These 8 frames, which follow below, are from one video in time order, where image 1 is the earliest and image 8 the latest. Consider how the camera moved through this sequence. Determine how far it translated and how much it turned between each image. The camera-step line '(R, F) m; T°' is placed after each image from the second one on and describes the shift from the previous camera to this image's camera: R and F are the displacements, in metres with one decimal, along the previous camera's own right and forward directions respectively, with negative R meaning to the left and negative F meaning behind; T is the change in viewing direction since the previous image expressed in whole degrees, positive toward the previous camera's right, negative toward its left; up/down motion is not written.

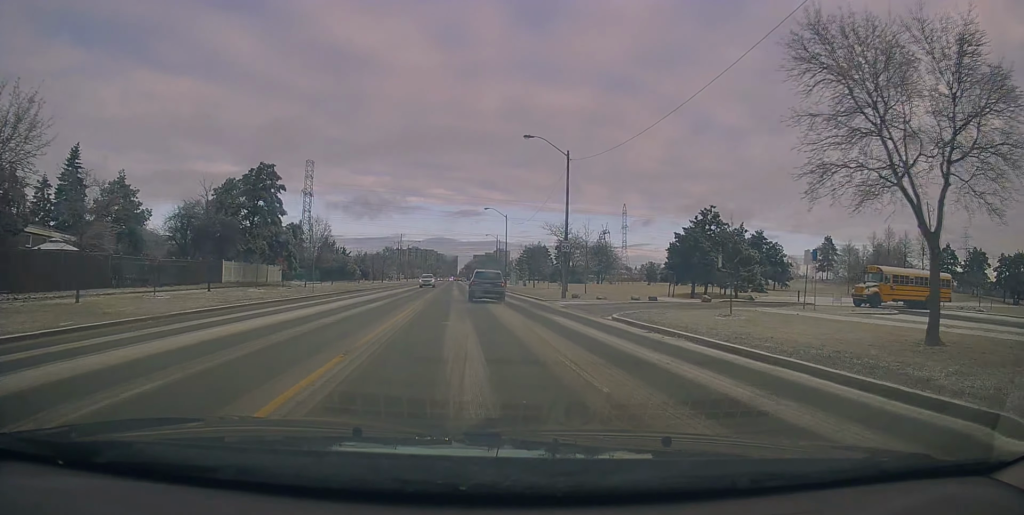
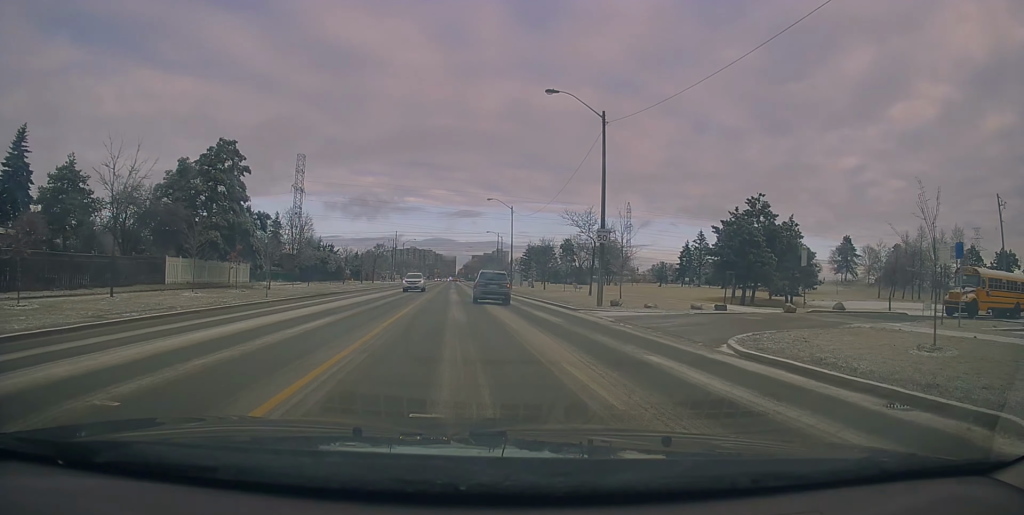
(-0.1, +10.4) m; 0°
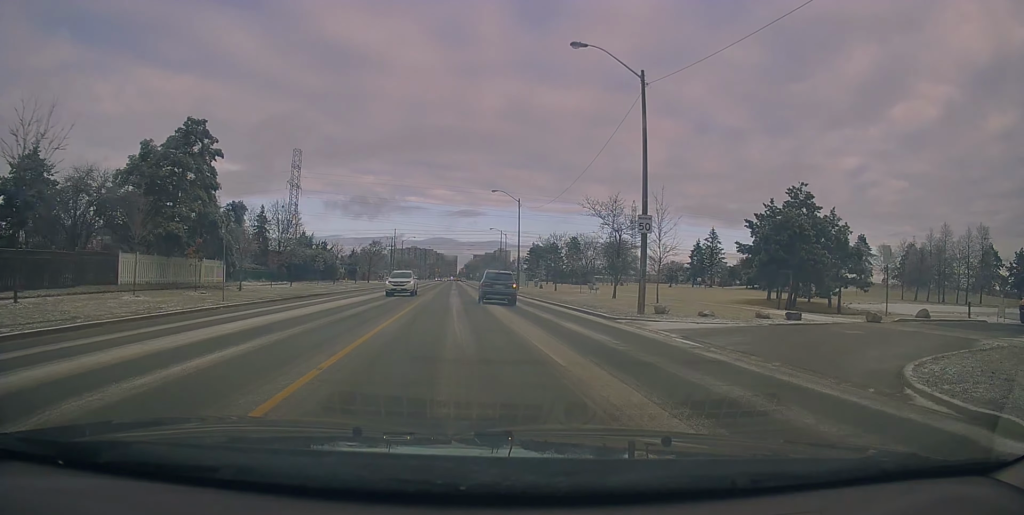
(-0.2, +6.6) m; -1°
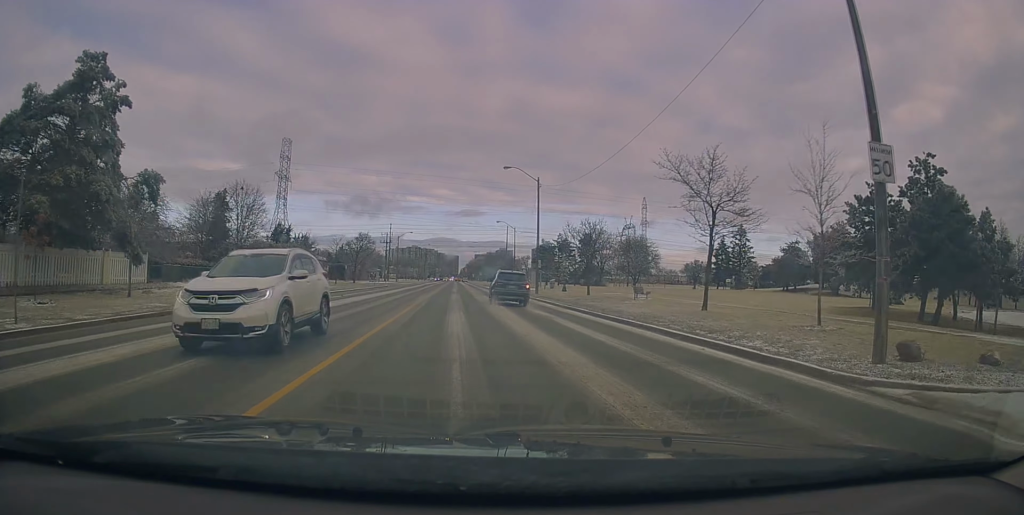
(+0.1, +14.0) m; 0°
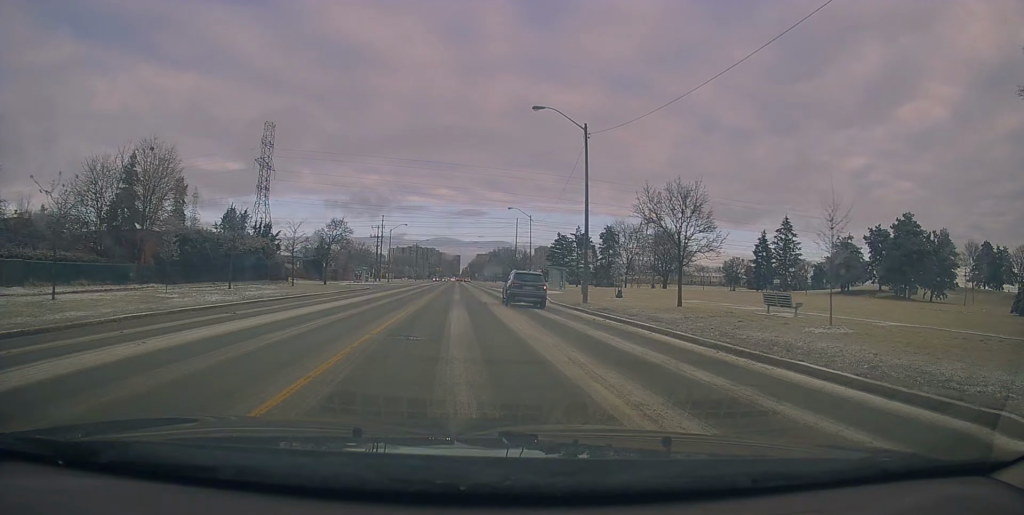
(-0.2, +18.6) m; 0°
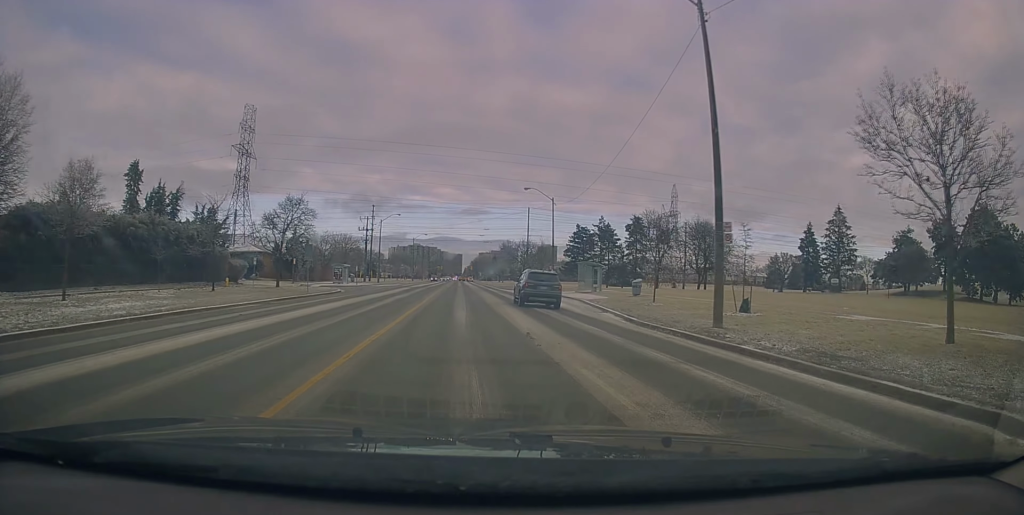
(+0.2, +17.0) m; 0°
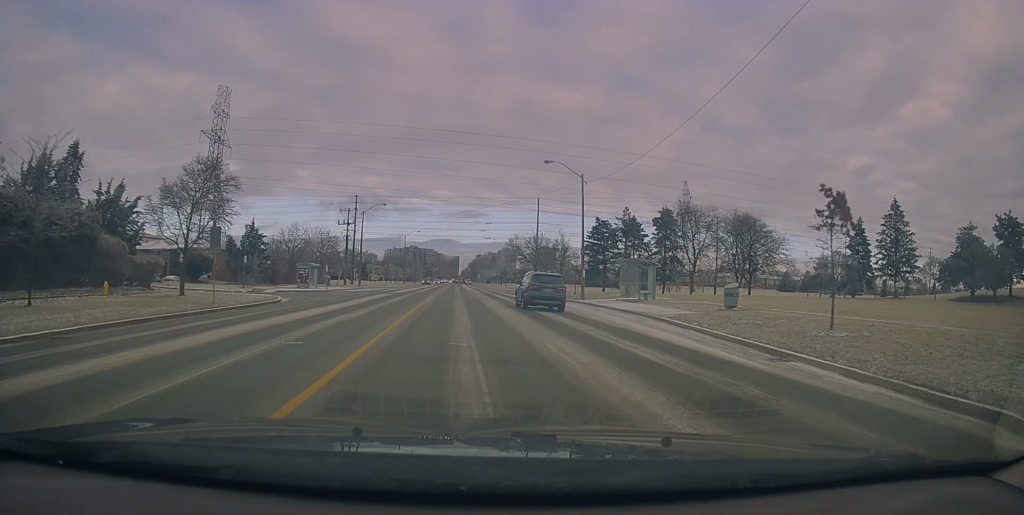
(-0.3, +15.6) m; +1°
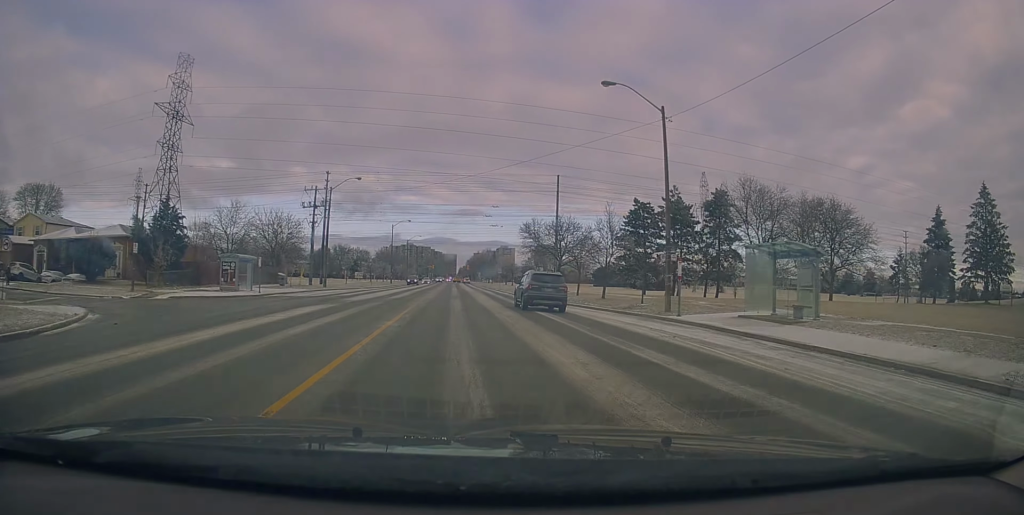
(+0.7, +19.8) m; 0°
